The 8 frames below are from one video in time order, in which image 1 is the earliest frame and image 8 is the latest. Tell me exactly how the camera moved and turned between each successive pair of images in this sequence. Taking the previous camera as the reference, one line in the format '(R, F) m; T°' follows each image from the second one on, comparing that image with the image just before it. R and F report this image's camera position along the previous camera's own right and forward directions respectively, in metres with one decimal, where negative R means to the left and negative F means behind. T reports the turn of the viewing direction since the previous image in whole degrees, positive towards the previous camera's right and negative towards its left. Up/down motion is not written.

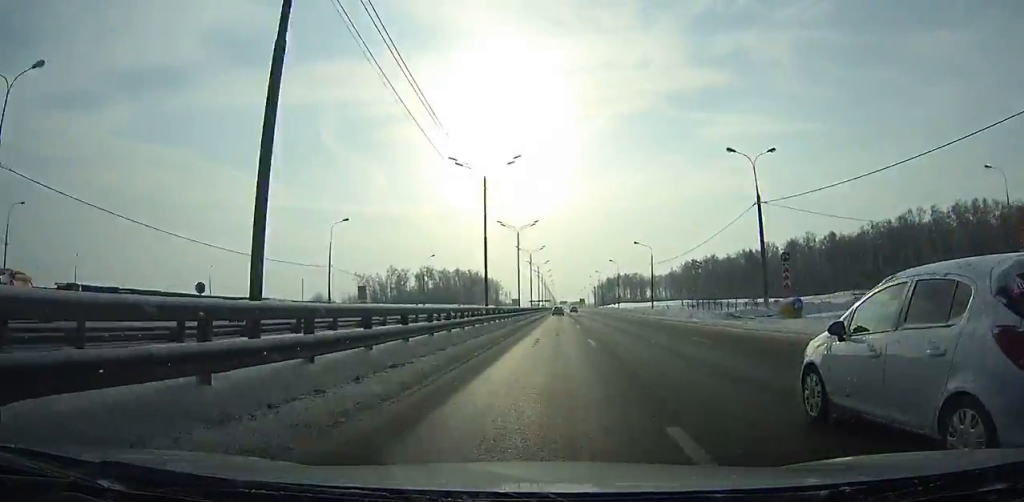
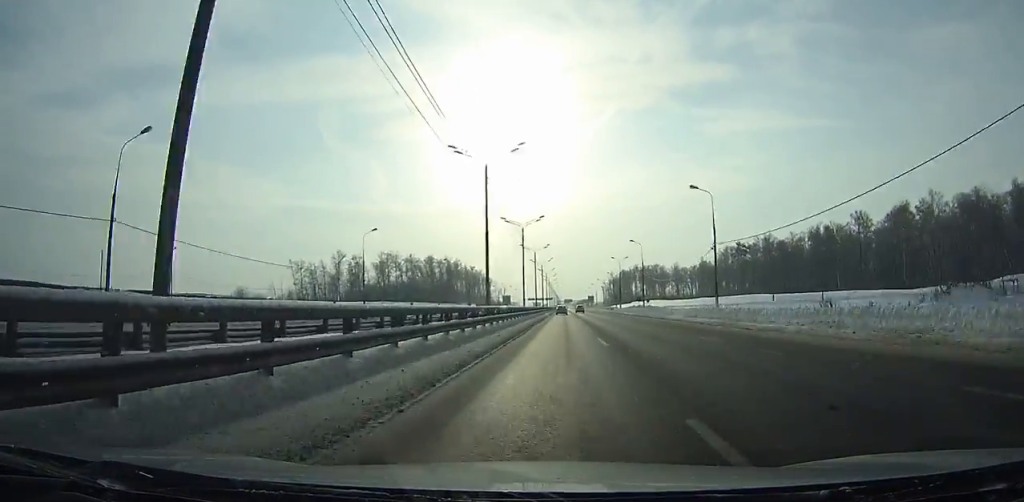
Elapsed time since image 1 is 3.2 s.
(-0.1, +79.8) m; 0°
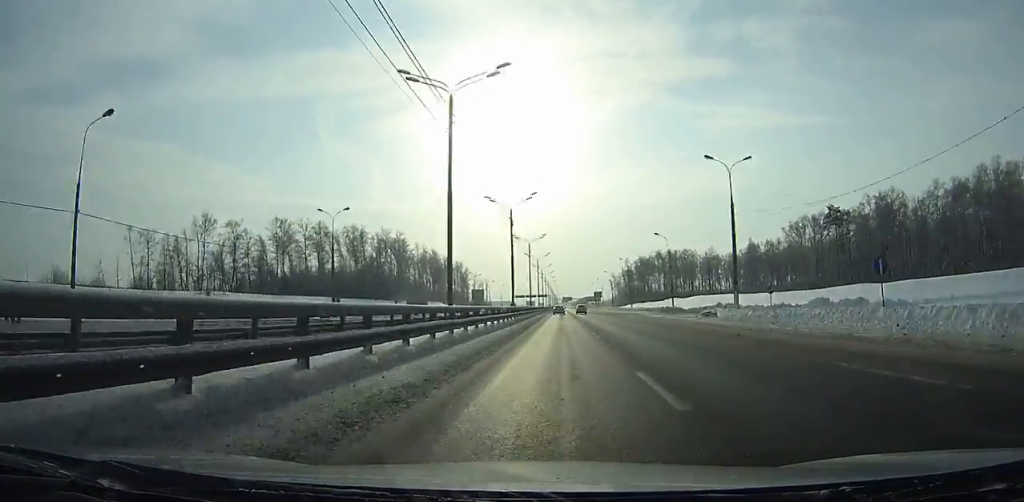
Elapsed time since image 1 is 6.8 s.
(-0.2, +91.6) m; 0°
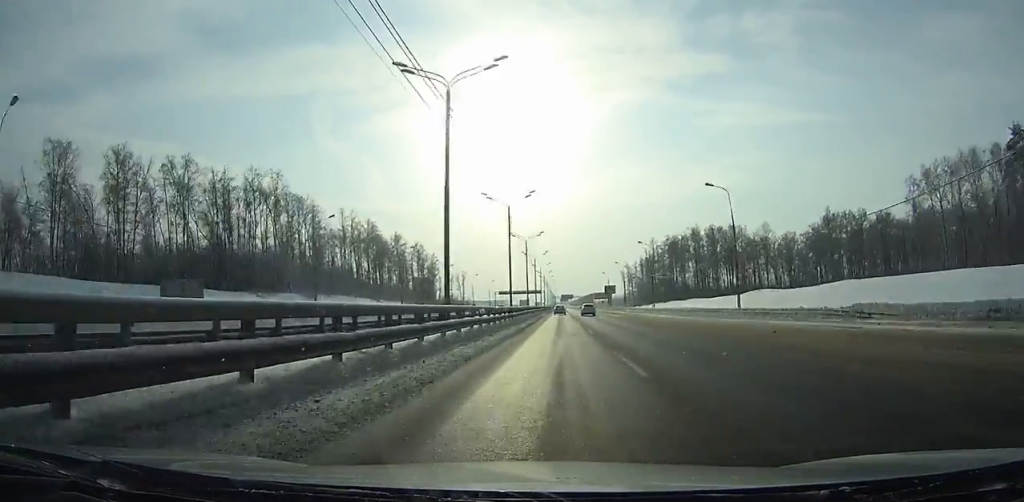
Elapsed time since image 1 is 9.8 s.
(0.0, +77.3) m; 0°
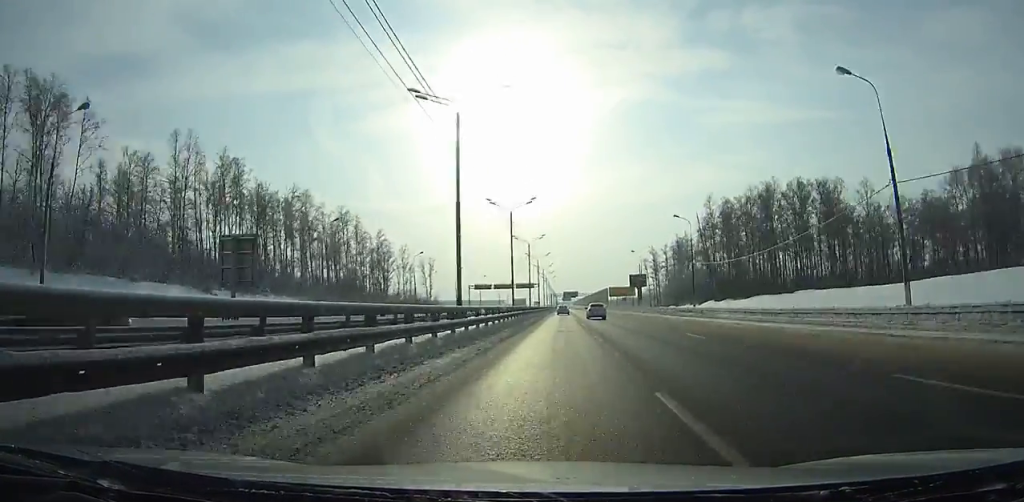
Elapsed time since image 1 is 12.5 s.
(+0.1, +70.0) m; 0°
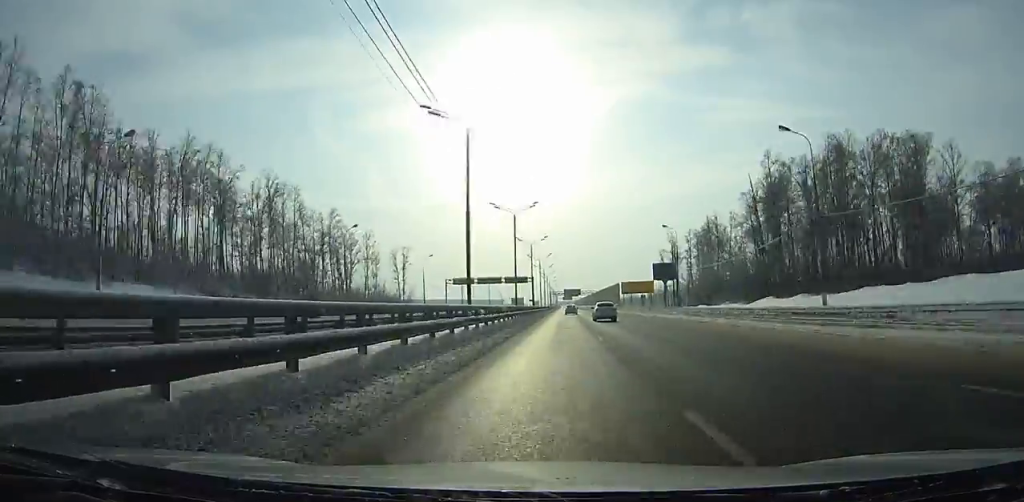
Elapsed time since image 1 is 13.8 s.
(0.0, +33.8) m; 0°
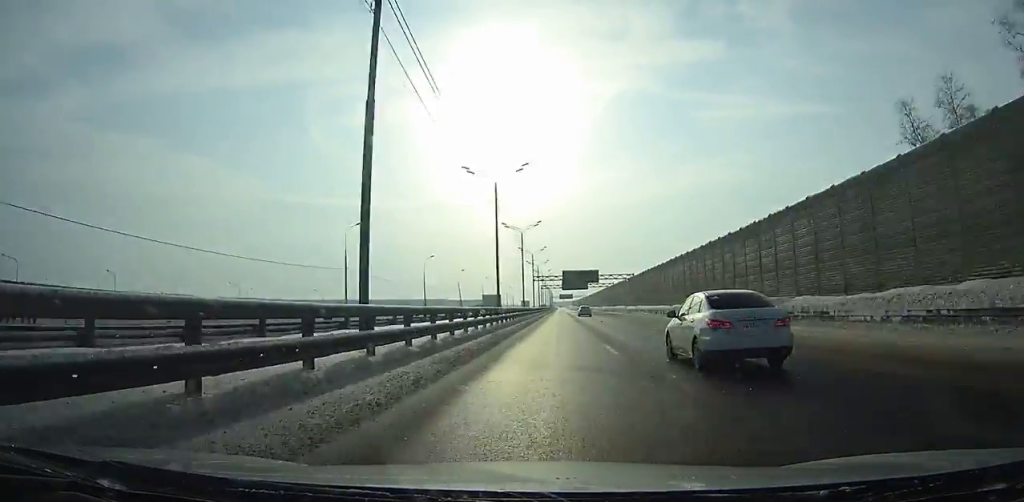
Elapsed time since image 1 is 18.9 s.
(0.0, +132.2) m; 0°
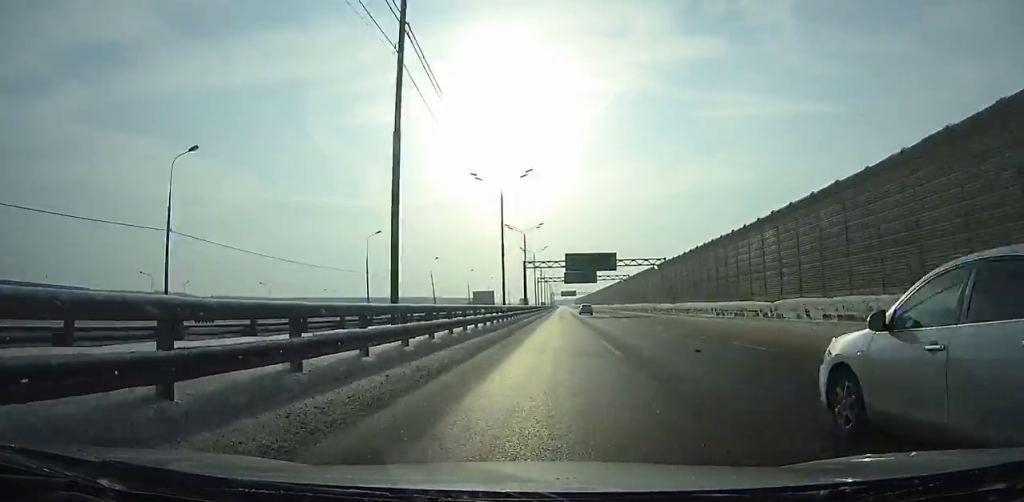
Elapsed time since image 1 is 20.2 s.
(0.0, +33.6) m; 0°
